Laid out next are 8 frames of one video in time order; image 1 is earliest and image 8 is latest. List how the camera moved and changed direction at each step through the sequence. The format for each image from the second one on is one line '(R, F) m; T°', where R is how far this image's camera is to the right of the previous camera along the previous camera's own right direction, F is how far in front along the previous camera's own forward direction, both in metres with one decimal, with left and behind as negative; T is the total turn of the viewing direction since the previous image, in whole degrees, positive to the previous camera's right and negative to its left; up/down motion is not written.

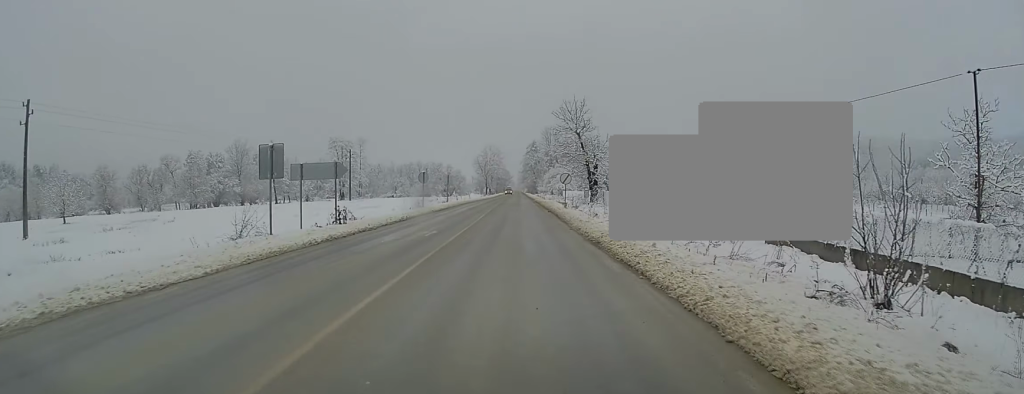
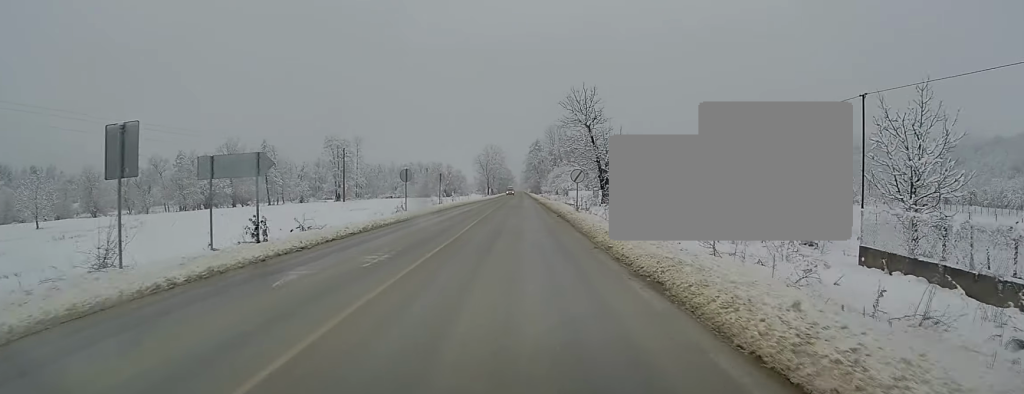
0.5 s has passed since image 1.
(0.0, +6.7) m; 0°
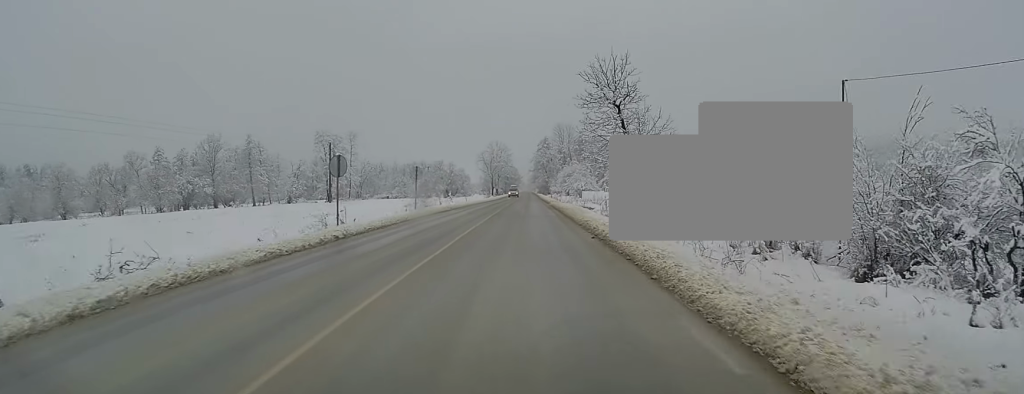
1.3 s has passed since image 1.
(-0.1, +13.3) m; 0°
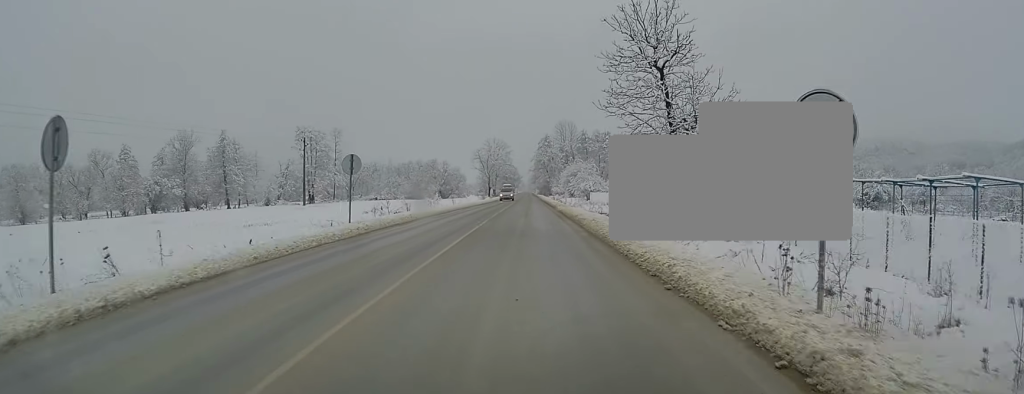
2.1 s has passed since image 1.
(0.0, +13.2) m; 0°
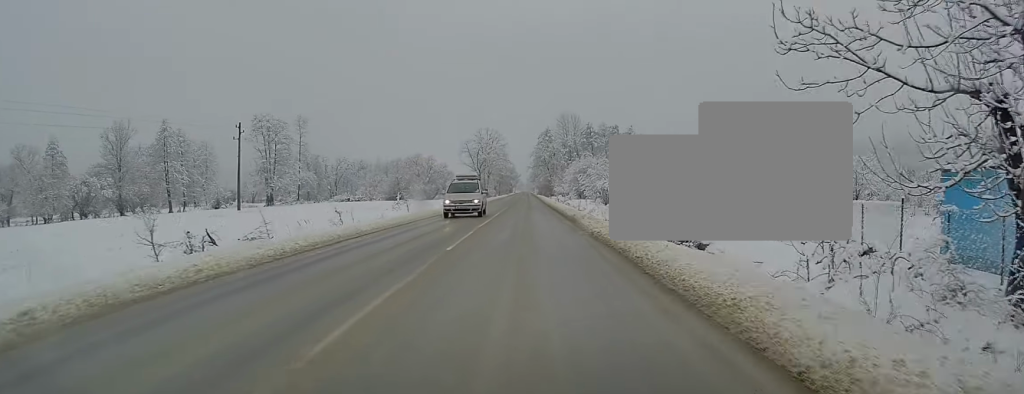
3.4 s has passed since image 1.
(0.0, +23.0) m; 0°
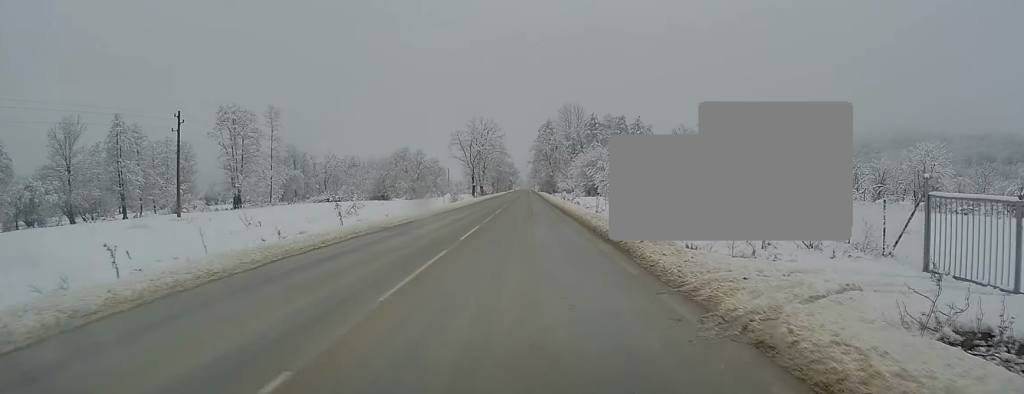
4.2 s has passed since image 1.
(+0.1, +14.5) m; 0°
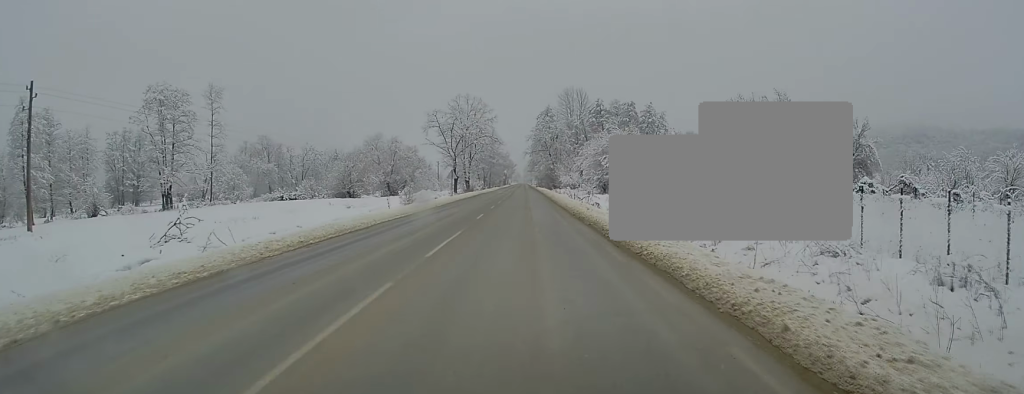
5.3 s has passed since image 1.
(0.0, +22.3) m; 0°
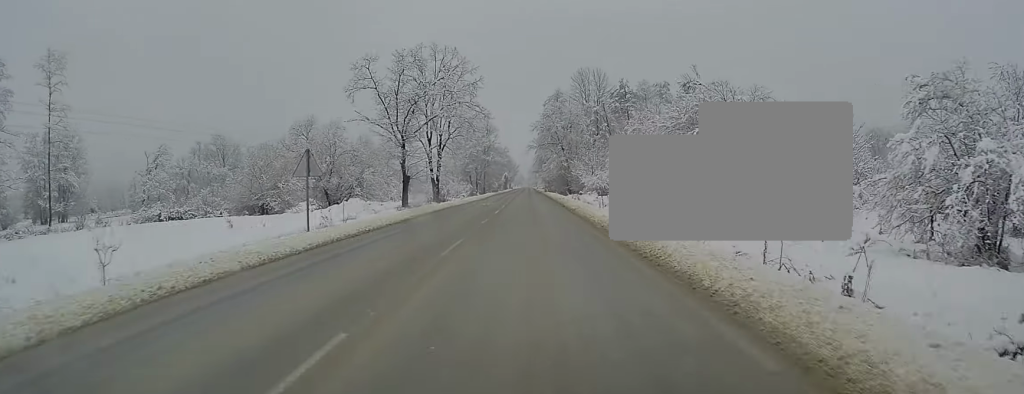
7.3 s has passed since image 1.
(+0.2, +39.3) m; 0°
